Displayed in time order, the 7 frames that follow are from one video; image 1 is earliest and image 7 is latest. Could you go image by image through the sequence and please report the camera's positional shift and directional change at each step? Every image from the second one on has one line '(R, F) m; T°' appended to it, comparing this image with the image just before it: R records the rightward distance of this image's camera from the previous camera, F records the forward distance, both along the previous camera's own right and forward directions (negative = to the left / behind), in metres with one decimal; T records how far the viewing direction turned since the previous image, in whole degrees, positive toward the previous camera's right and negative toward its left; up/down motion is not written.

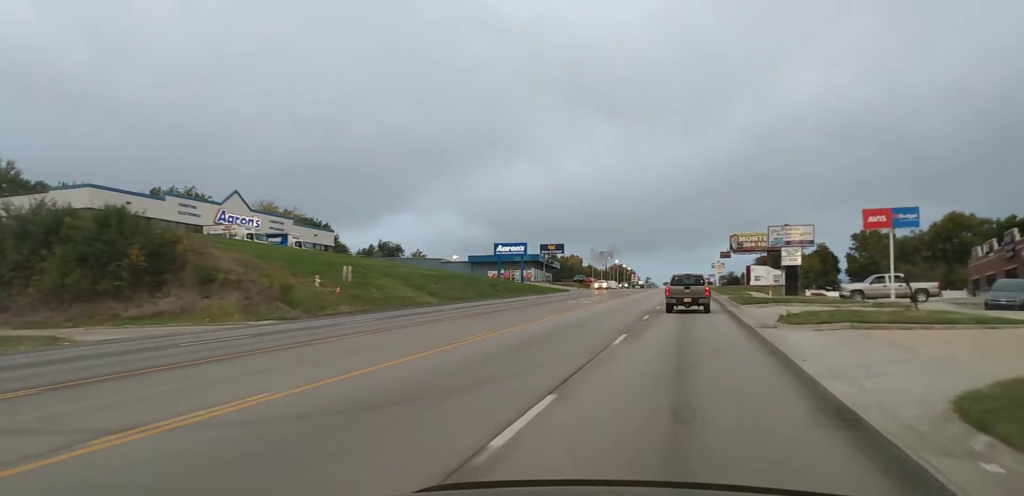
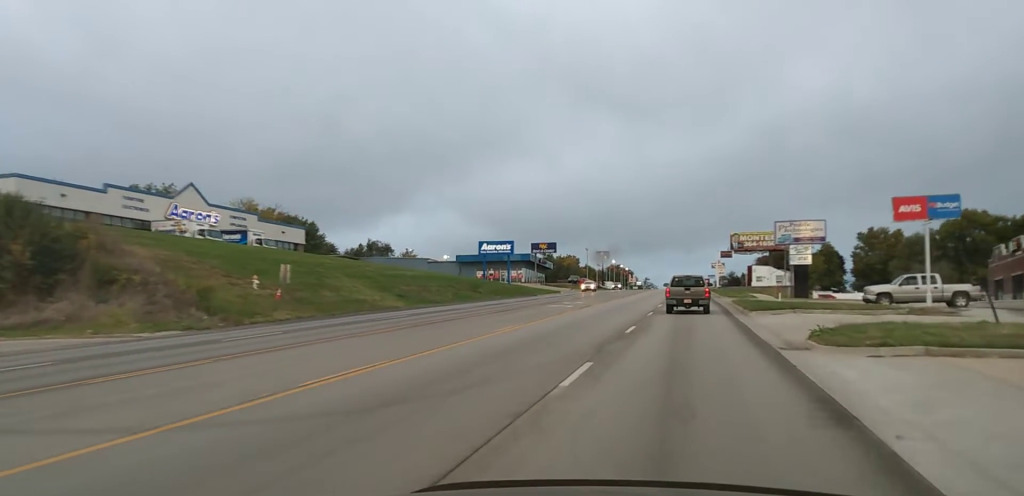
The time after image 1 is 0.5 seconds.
(+0.1, +7.6) m; 0°
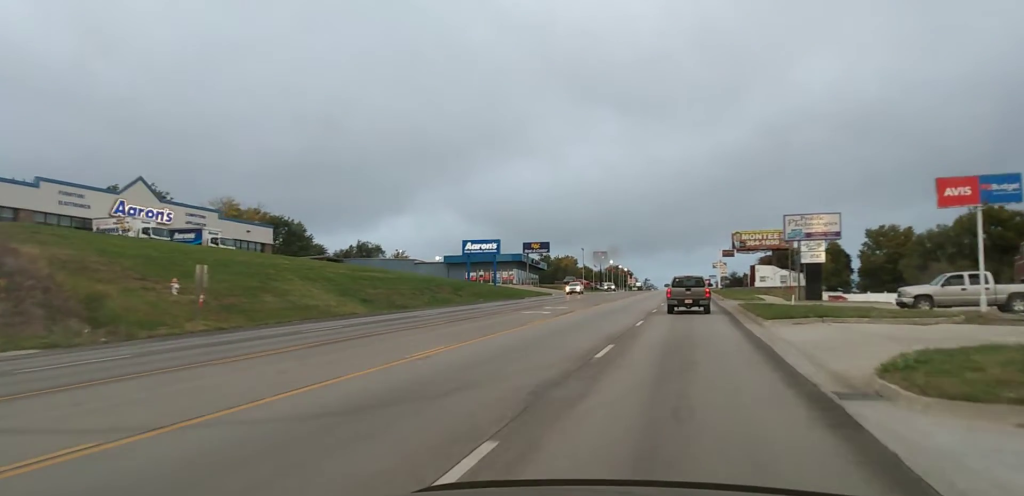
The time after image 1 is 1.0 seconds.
(0.0, +7.6) m; 0°
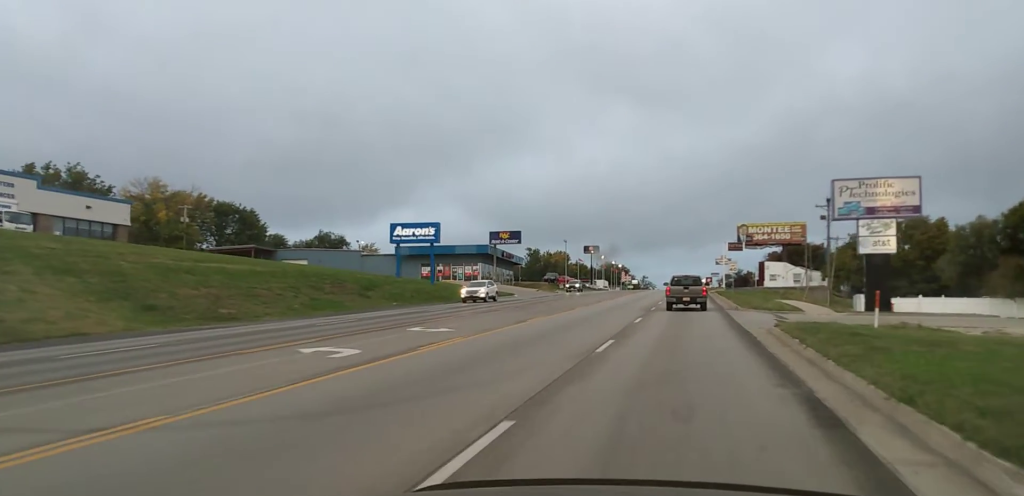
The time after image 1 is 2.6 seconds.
(+0.5, +25.5) m; +2°
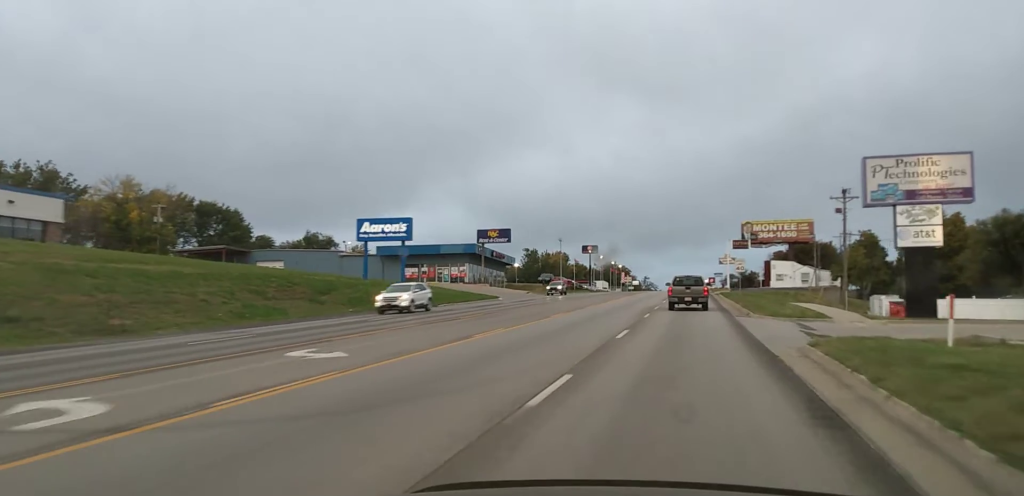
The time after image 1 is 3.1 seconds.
(0.0, +6.6) m; 0°
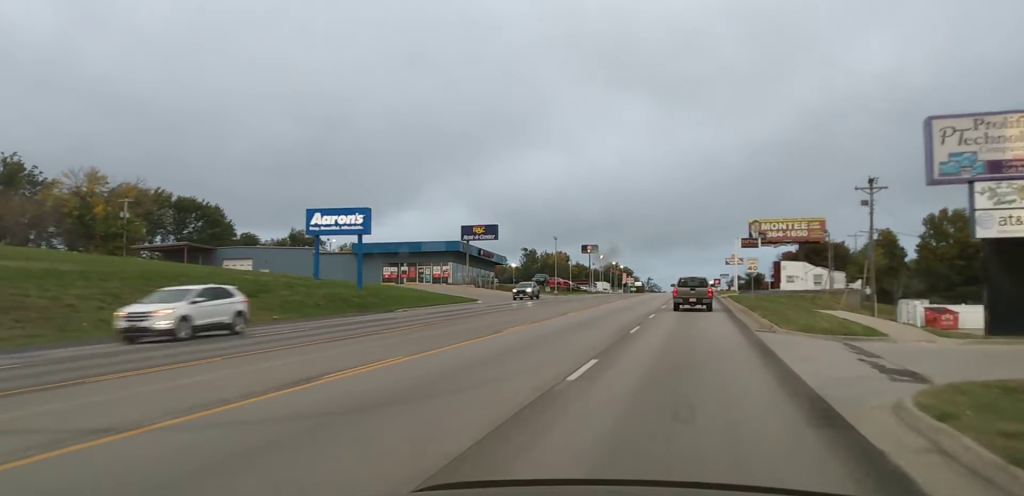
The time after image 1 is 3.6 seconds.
(0.0, +8.4) m; 0°
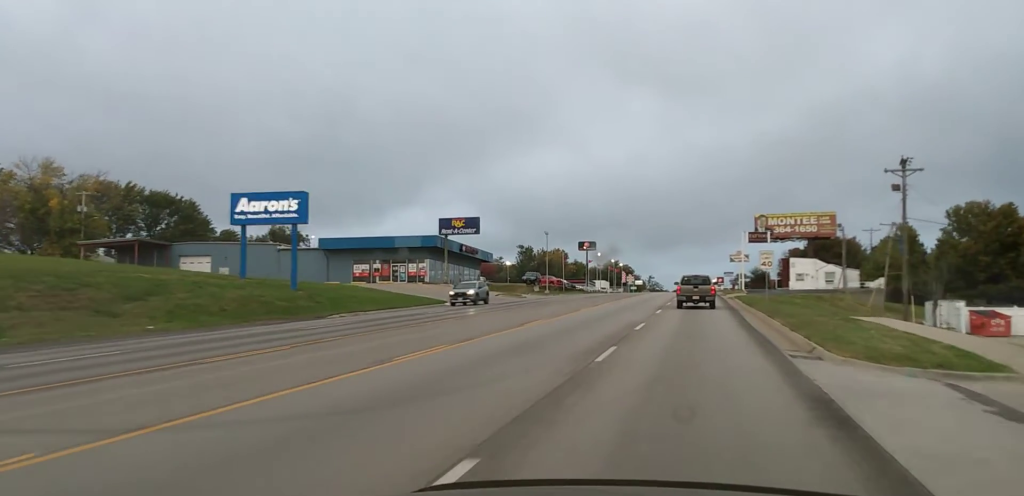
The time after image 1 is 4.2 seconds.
(-0.1, +9.6) m; -1°
